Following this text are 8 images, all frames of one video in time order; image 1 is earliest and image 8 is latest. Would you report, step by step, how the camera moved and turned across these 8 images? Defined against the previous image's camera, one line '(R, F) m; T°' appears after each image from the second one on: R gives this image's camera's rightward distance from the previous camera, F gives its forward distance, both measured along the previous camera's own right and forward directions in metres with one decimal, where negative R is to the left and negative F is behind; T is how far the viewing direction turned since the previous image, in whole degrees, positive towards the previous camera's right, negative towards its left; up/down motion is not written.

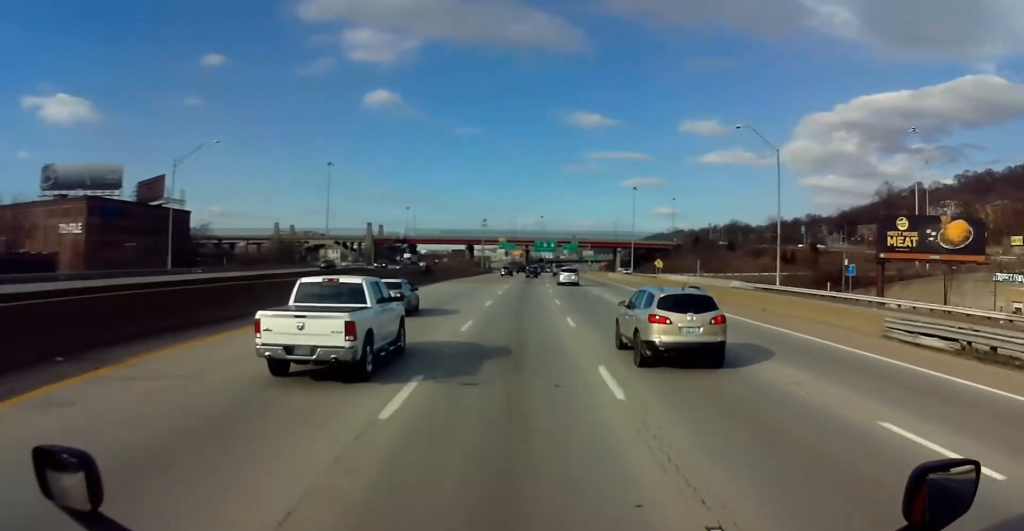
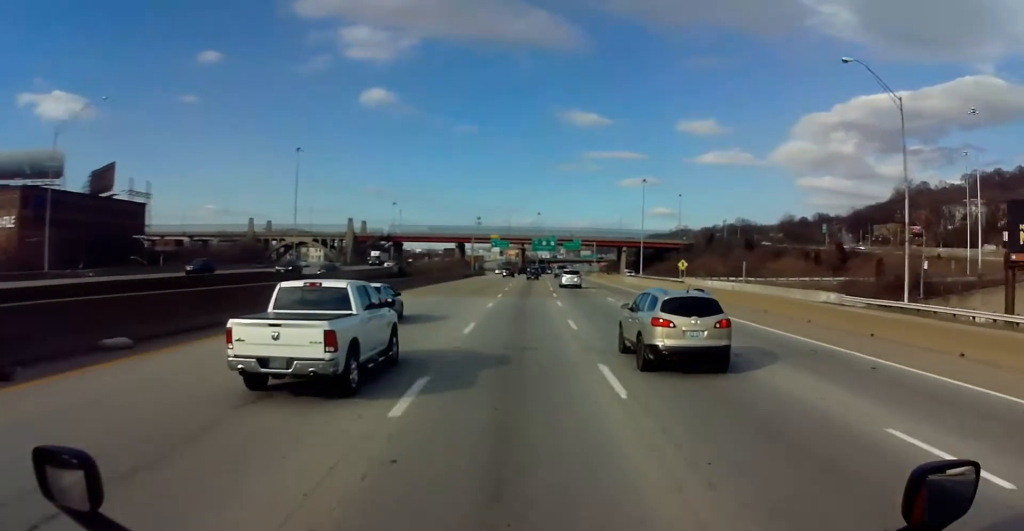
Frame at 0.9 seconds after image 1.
(+0.3, +24.8) m; +2°
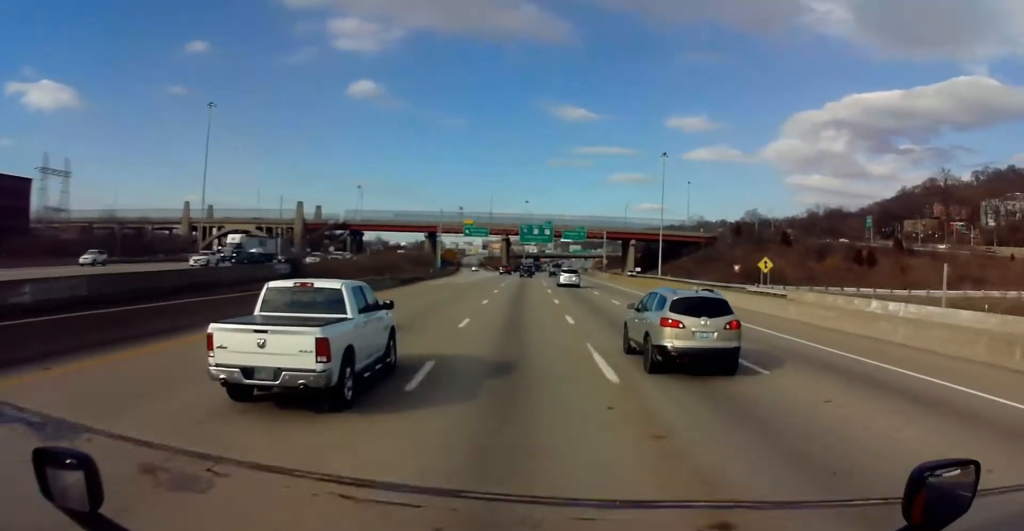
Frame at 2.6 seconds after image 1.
(+0.9, +45.8) m; +1°
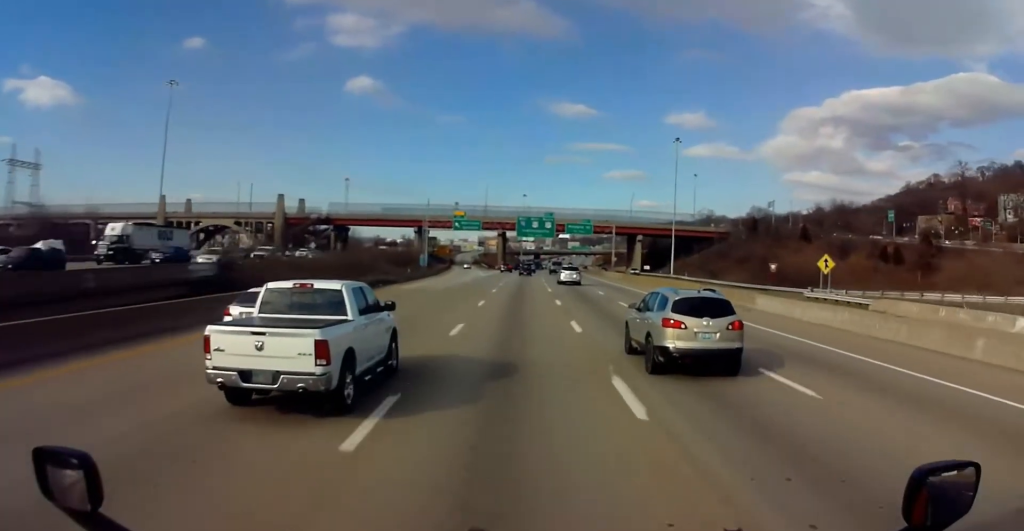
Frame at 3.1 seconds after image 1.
(0.0, +15.4) m; 0°
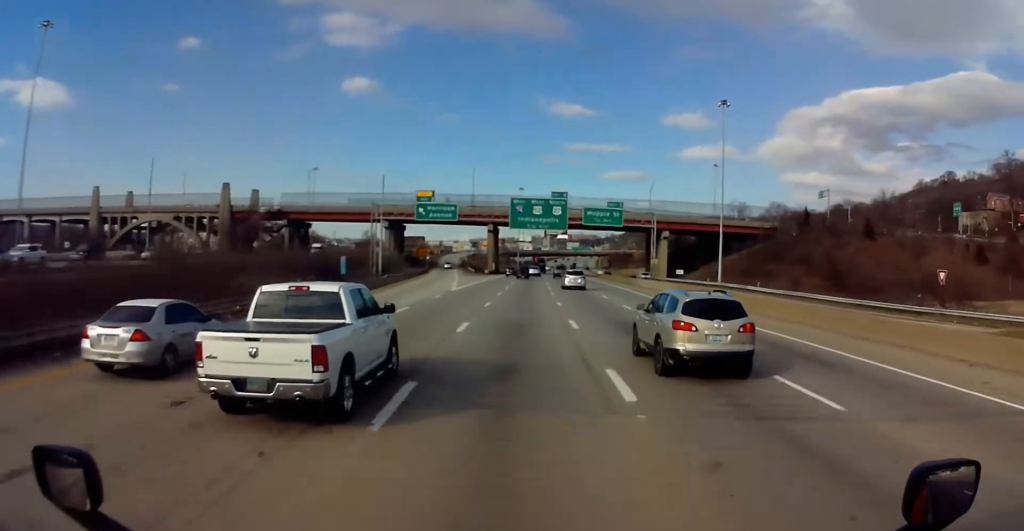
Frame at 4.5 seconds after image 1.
(0.0, +36.3) m; +1°
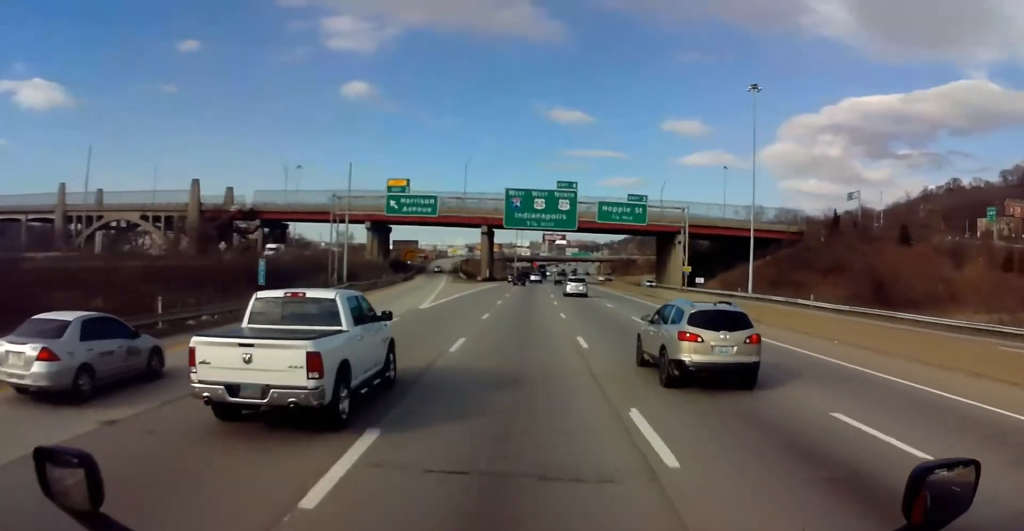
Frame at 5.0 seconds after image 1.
(+0.2, +15.4) m; 0°
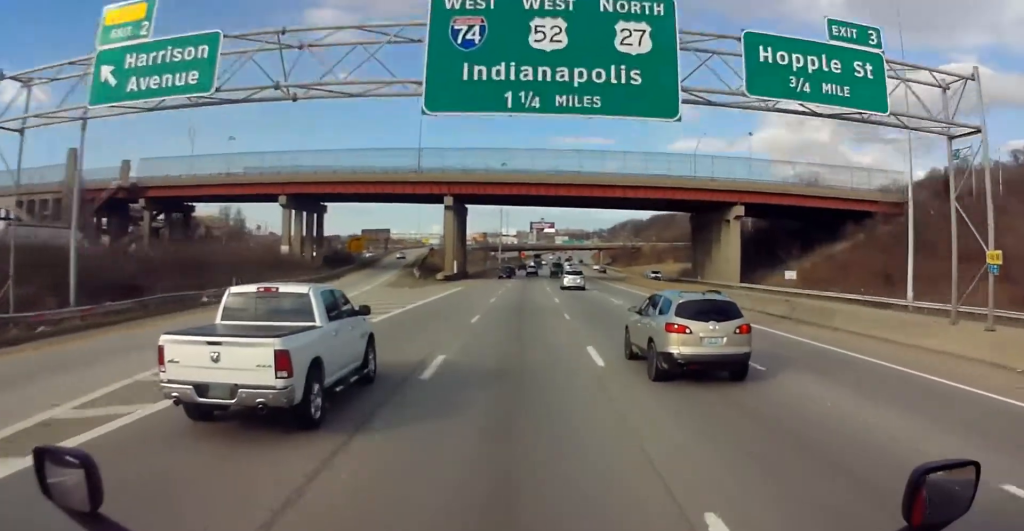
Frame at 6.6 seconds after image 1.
(+0.1, +41.8) m; 0°
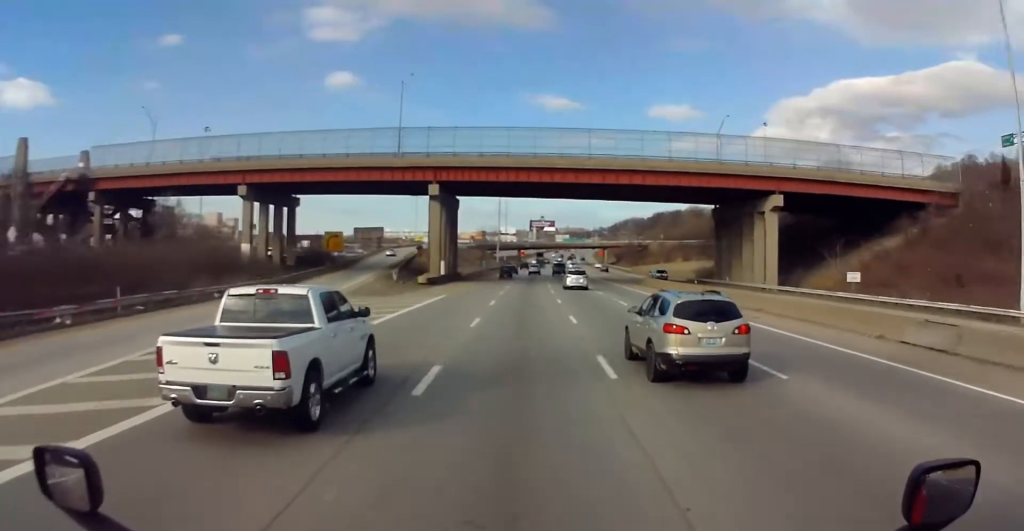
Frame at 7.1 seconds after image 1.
(0.0, +13.6) m; 0°
